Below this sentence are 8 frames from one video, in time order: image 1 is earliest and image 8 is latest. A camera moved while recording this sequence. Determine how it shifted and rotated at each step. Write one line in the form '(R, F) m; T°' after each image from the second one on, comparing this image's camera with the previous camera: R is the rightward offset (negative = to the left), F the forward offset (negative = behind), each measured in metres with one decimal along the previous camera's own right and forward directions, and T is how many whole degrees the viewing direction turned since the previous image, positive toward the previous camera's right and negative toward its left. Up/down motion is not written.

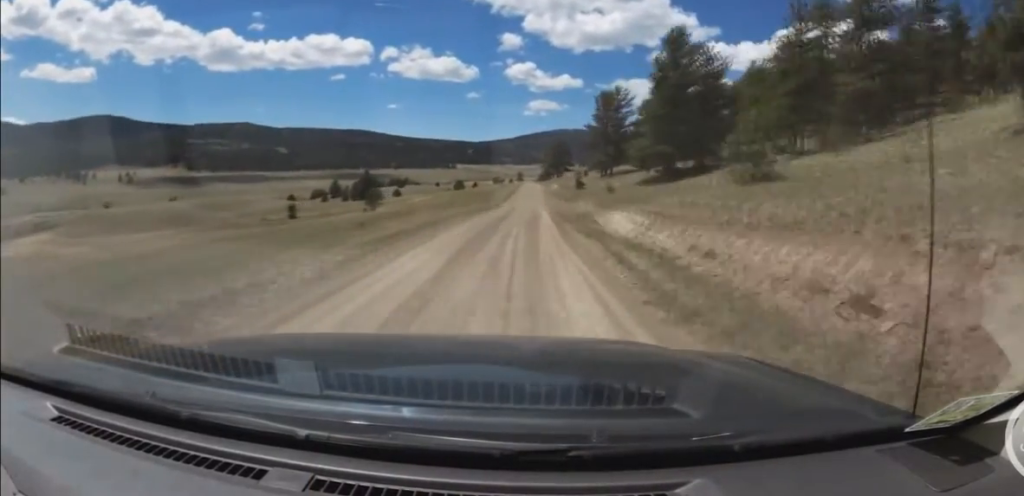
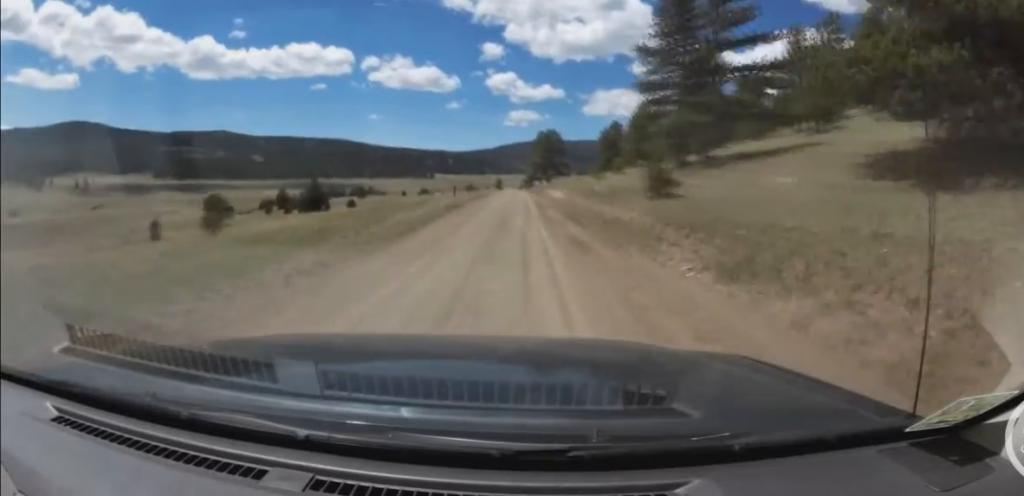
(+0.6, +54.3) m; +1°
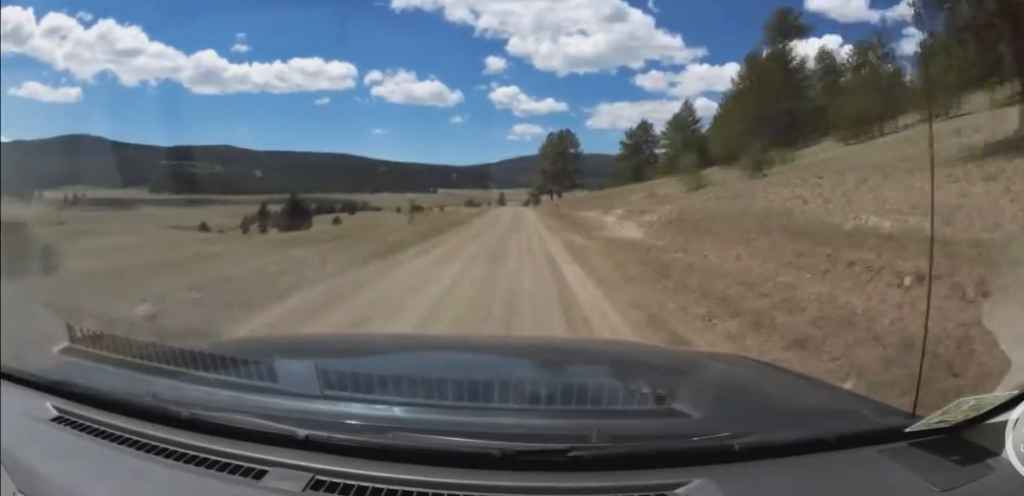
(-0.1, +29.2) m; 0°
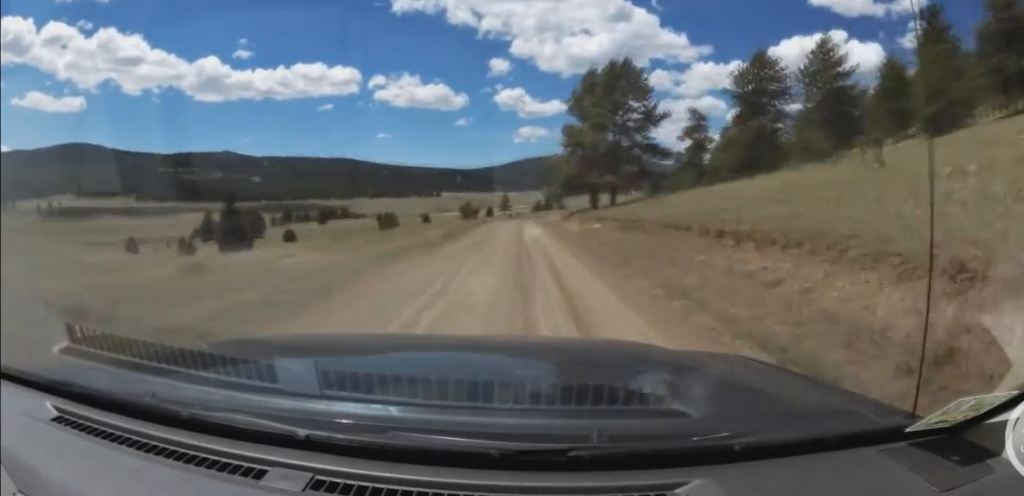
(0.0, +59.5) m; 0°
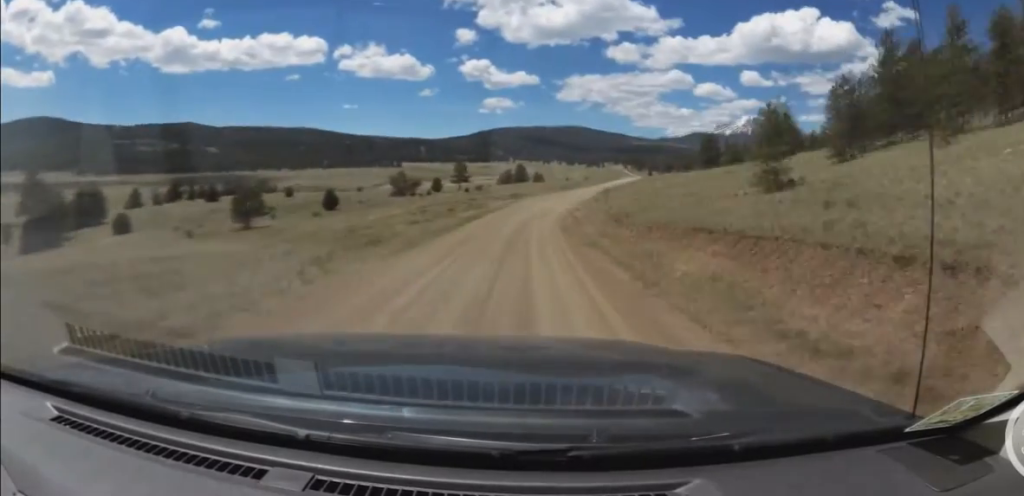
(+4.2, +78.3) m; +11°
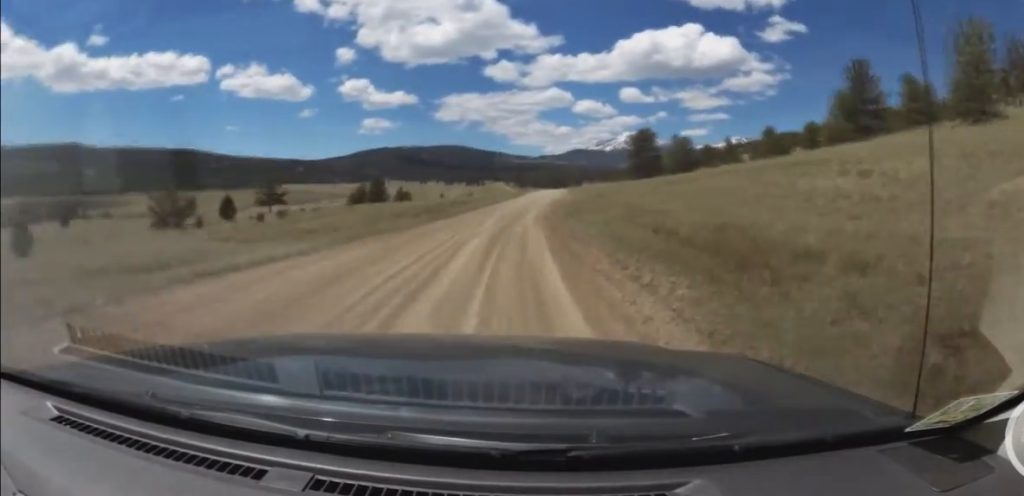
(+6.1, +64.3) m; +7°
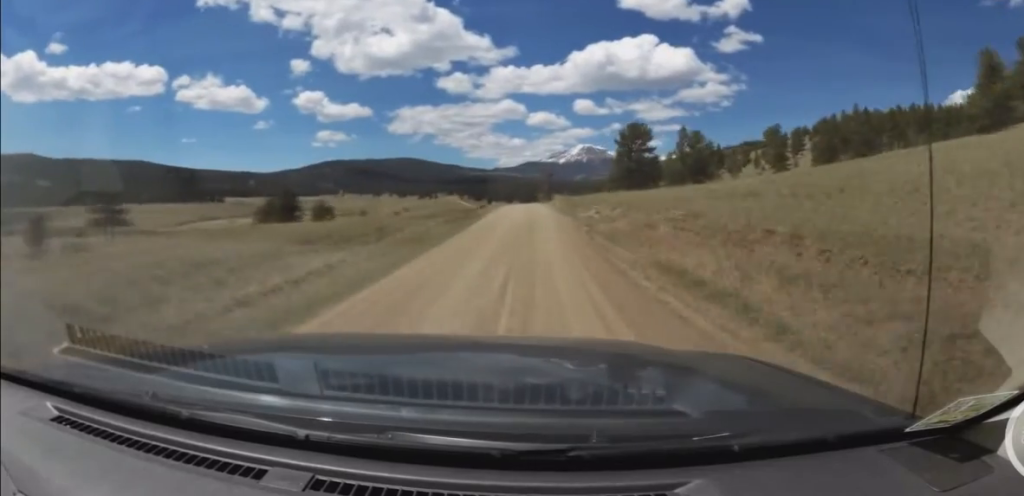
(+0.9, +39.2) m; +1°
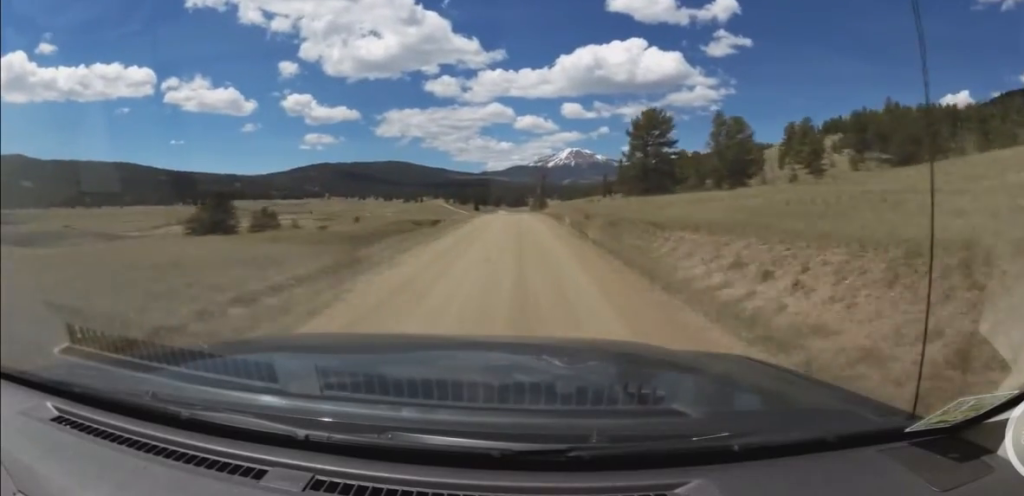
(+0.1, +25.3) m; -2°
